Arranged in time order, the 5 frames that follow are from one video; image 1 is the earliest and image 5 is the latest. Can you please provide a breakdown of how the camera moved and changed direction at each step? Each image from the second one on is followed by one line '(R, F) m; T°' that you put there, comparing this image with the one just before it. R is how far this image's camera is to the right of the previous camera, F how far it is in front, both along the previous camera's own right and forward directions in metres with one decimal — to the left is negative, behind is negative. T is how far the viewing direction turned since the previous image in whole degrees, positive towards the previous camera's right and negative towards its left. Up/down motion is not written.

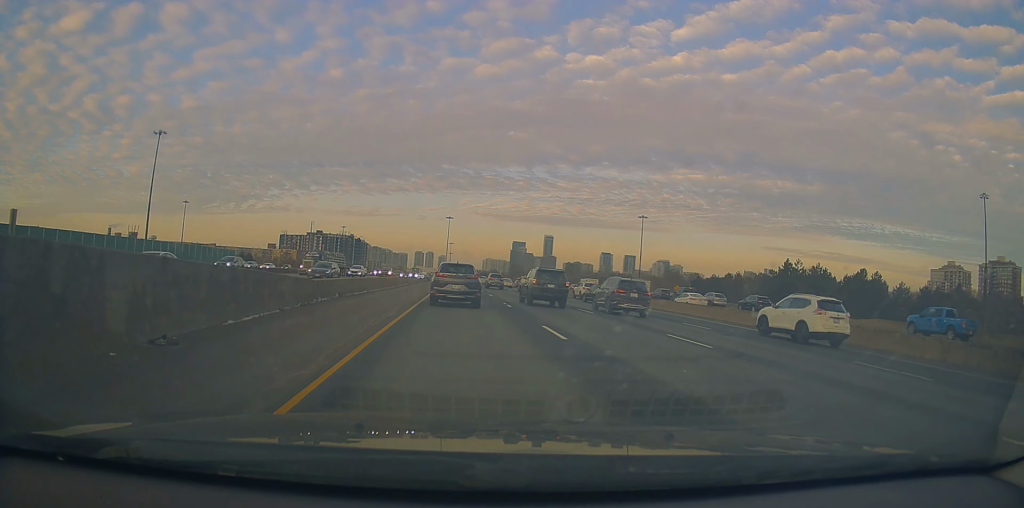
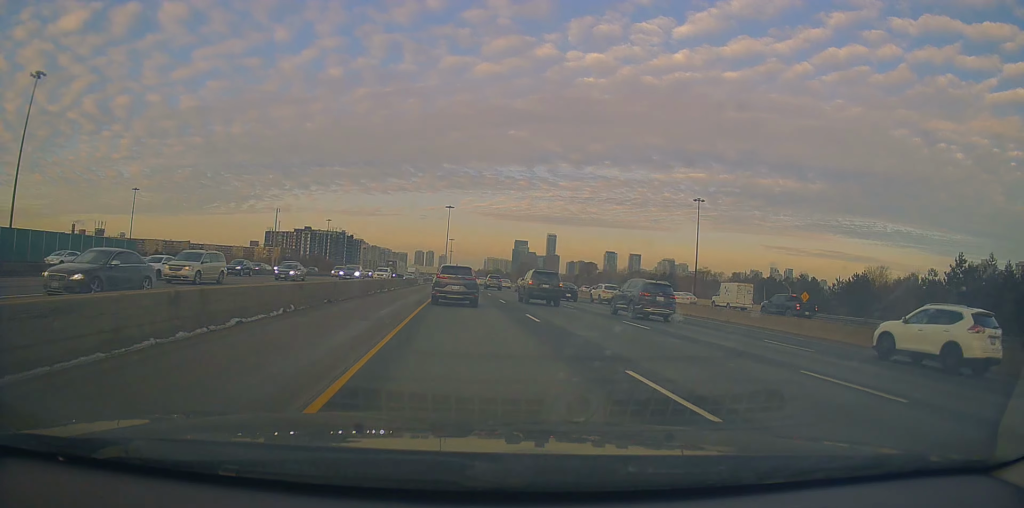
(+1.3, +42.2) m; +2°
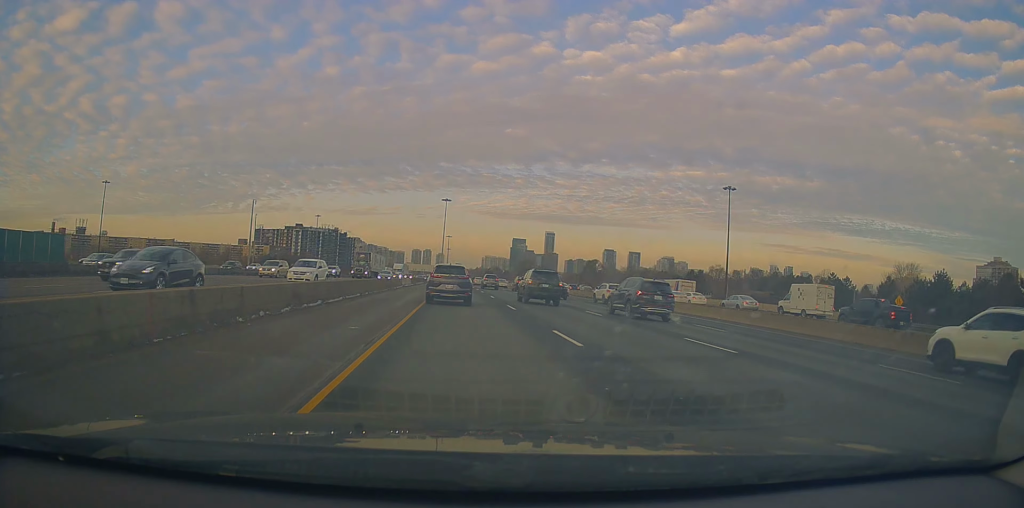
(-0.3, +17.6) m; -1°
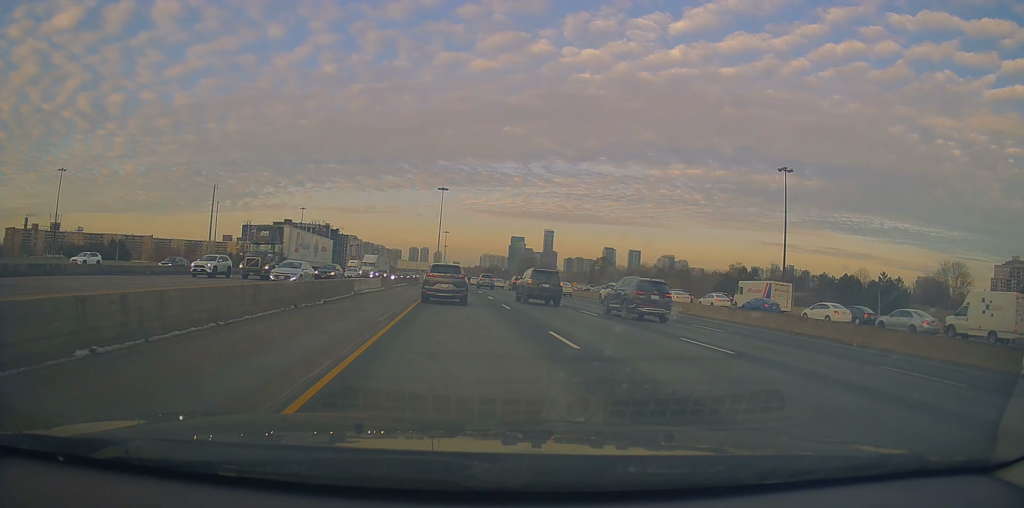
(+0.4, +23.6) m; +3°
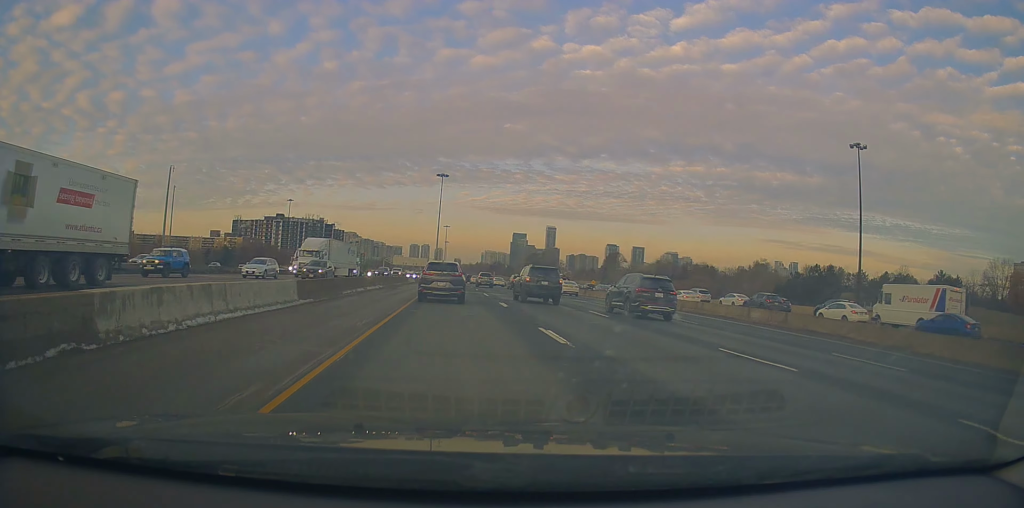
(+0.1, +21.5) m; -2°
